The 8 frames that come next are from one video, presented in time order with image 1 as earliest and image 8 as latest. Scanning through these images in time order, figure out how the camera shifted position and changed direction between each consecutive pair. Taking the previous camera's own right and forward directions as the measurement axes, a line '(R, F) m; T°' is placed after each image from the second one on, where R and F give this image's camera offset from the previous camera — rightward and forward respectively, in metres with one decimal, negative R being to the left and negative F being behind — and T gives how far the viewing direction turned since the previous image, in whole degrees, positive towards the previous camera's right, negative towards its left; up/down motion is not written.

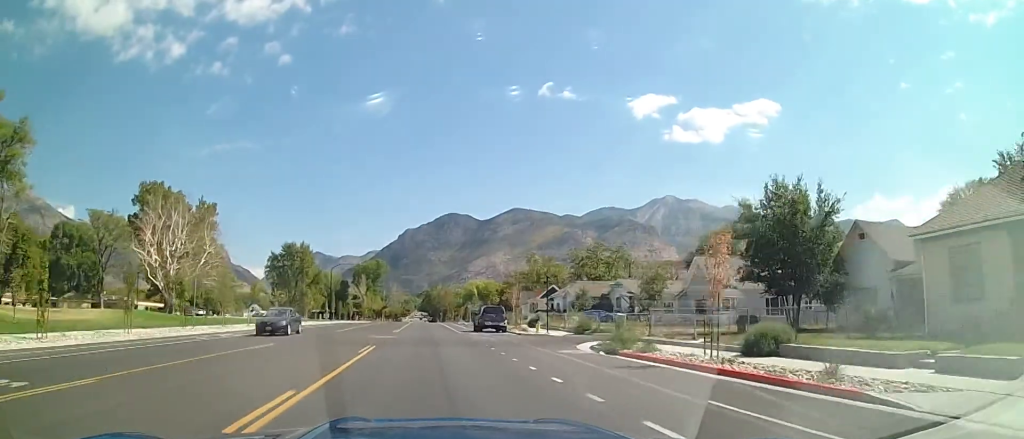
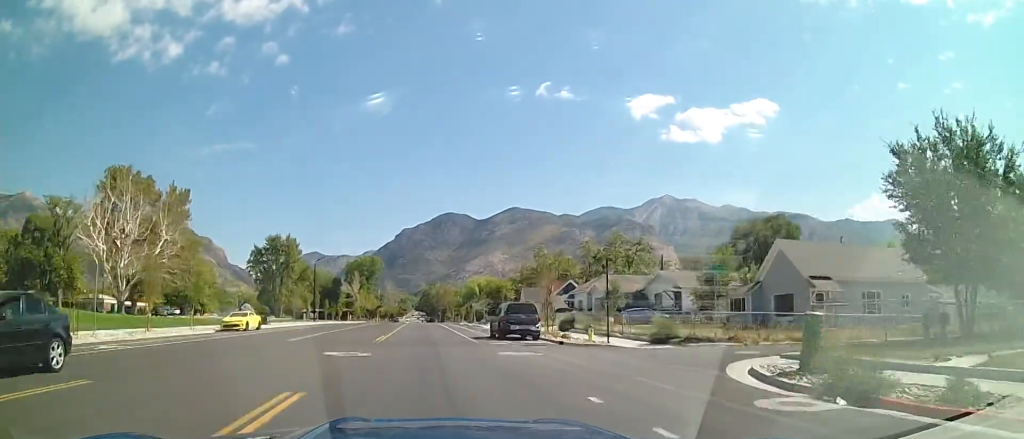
(-0.2, +11.7) m; -1°
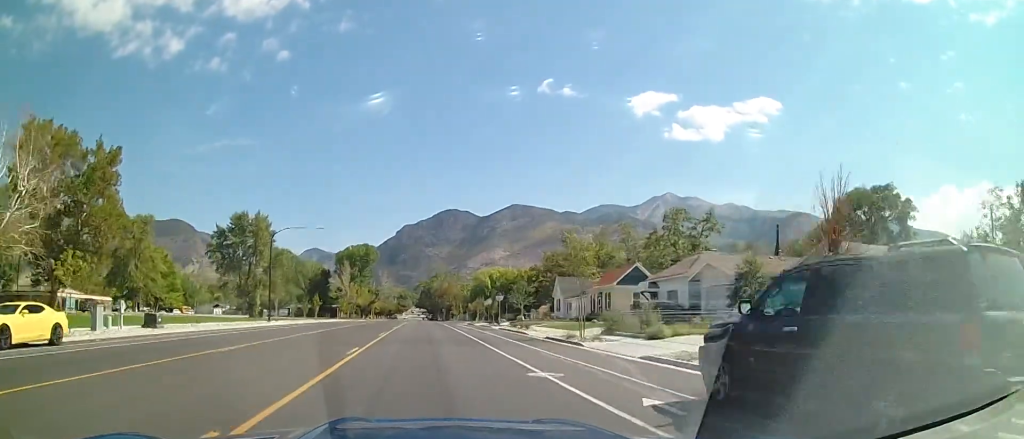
(+0.3, +29.2) m; +1°
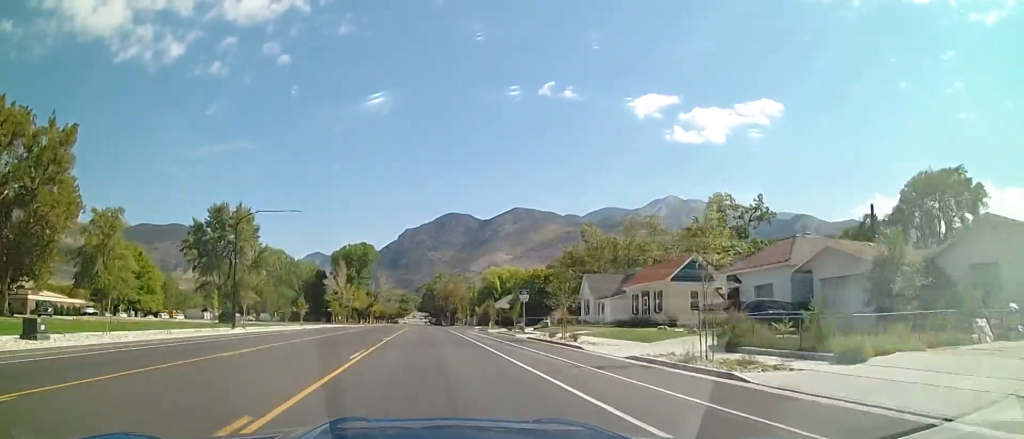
(0.0, +16.0) m; 0°
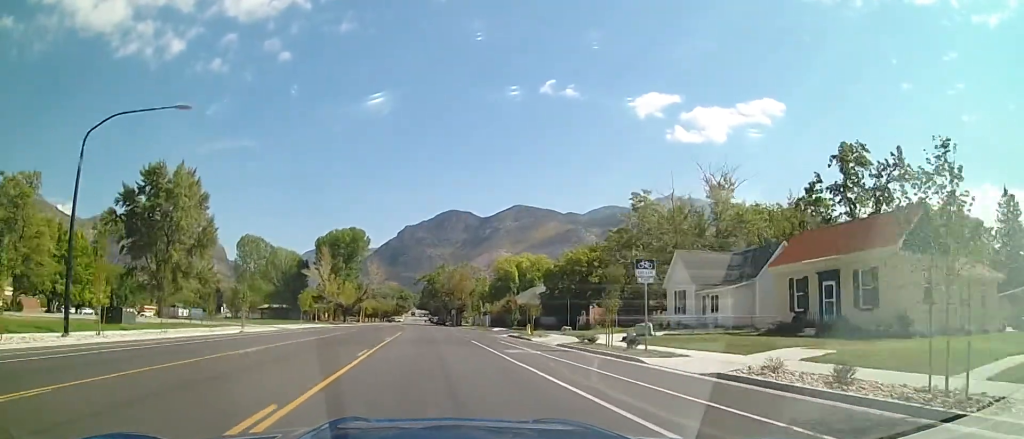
(0.0, +32.0) m; 0°
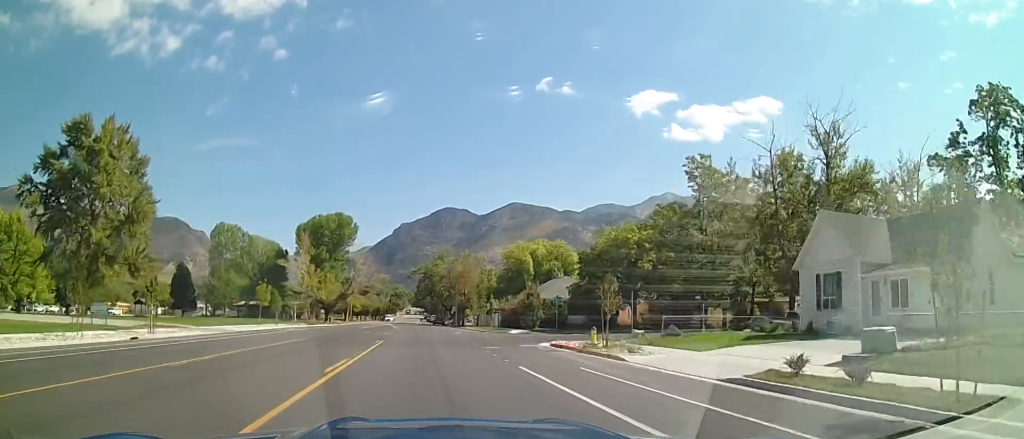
(+0.1, +21.7) m; -1°
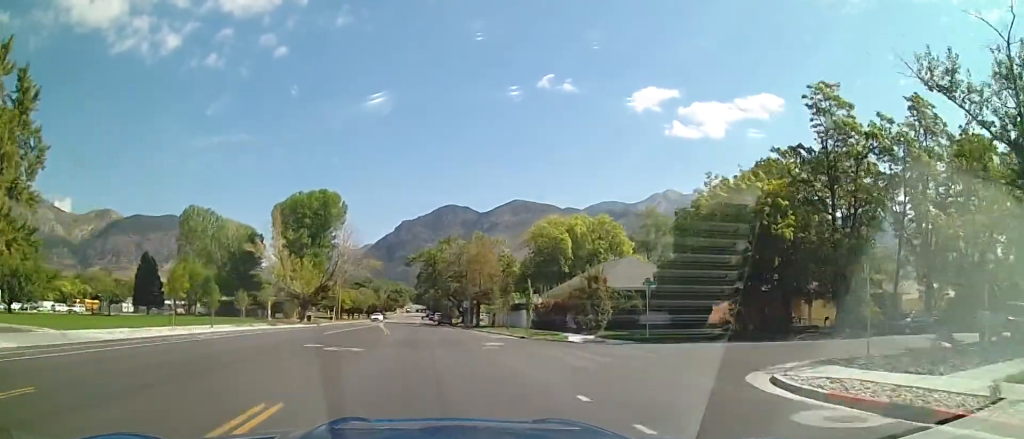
(-0.5, +22.9) m; 0°
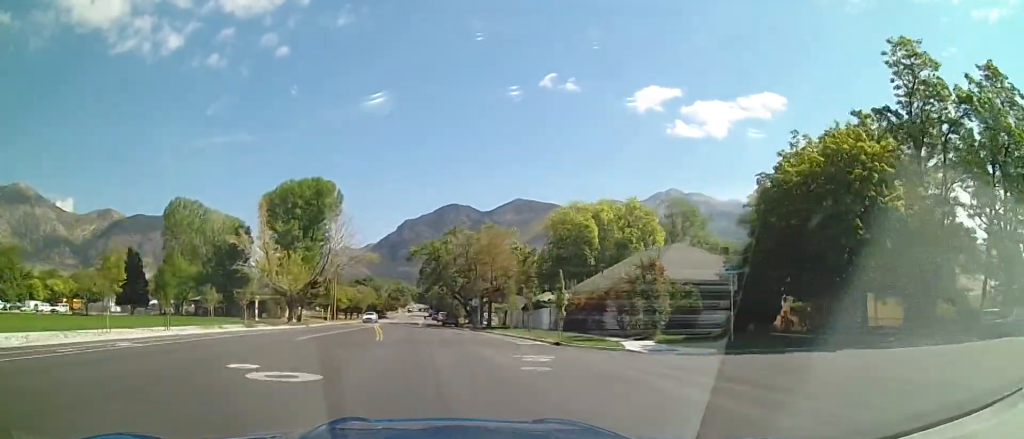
(+0.2, +8.0) m; +1°
